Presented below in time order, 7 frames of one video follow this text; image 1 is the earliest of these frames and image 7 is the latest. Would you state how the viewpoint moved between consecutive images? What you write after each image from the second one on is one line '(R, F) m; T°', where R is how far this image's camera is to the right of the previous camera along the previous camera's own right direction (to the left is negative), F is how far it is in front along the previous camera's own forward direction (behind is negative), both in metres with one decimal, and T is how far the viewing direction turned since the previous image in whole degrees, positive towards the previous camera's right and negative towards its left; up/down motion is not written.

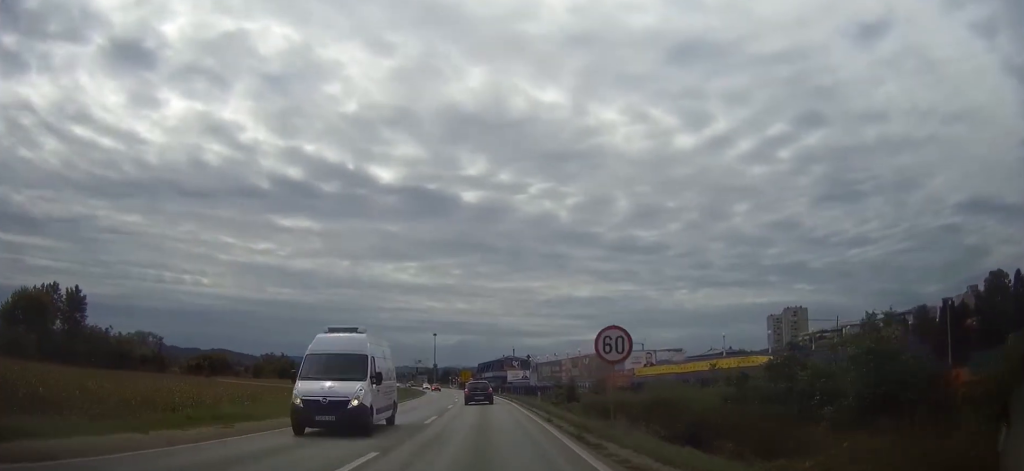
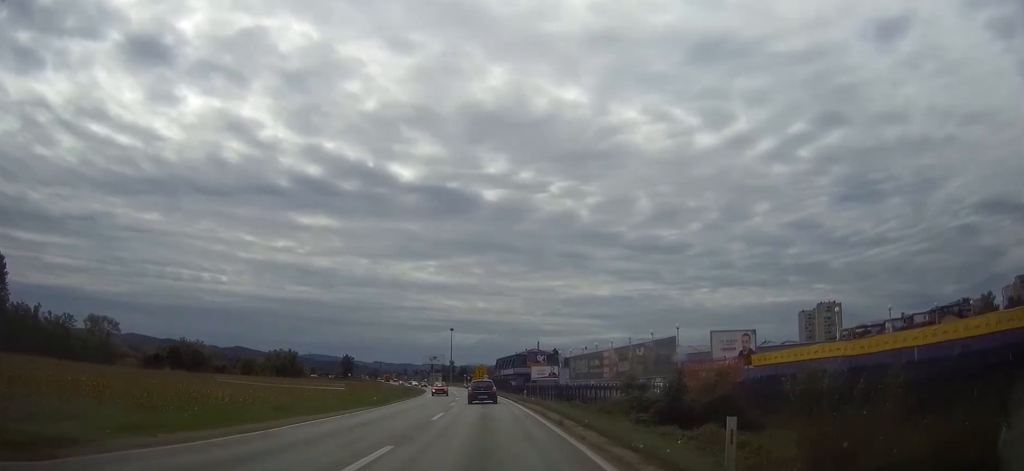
(-0.3, +28.3) m; -2°
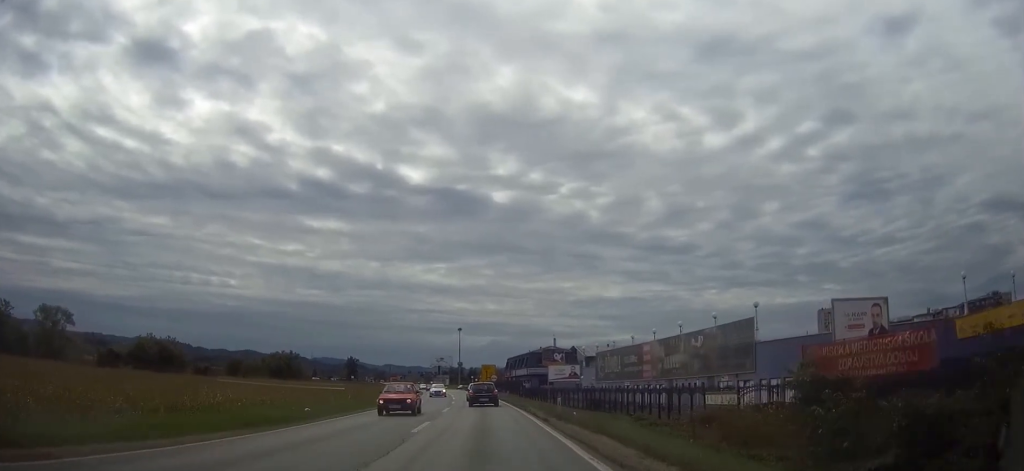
(-0.2, +19.9) m; -1°
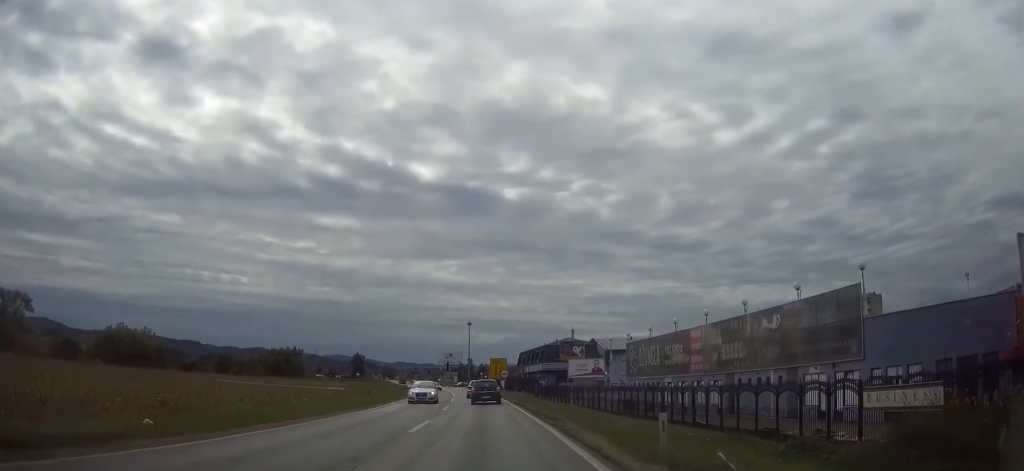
(0.0, +15.7) m; -1°
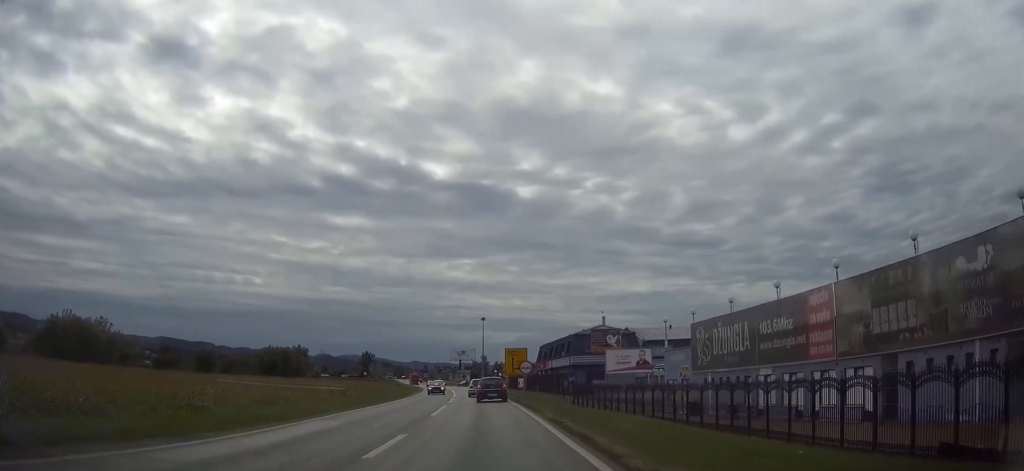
(-0.2, +21.5) m; -2°
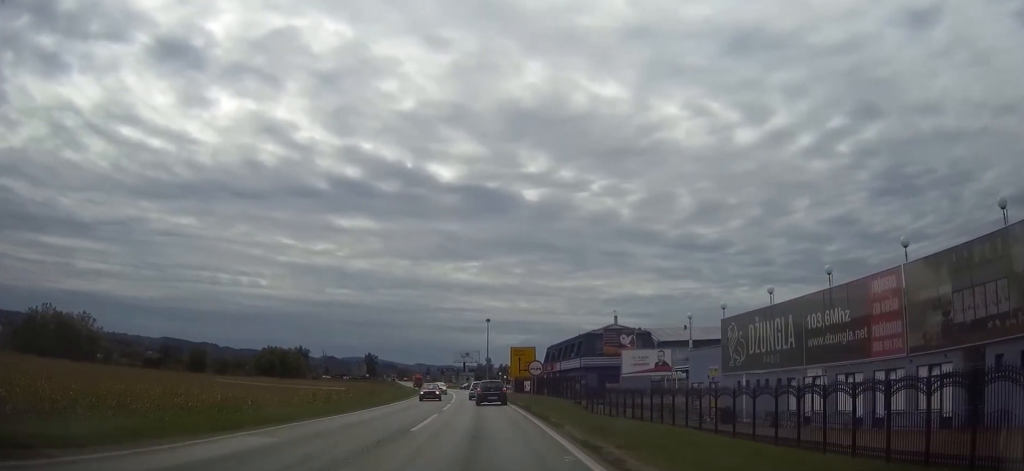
(-0.1, +7.3) m; 0°
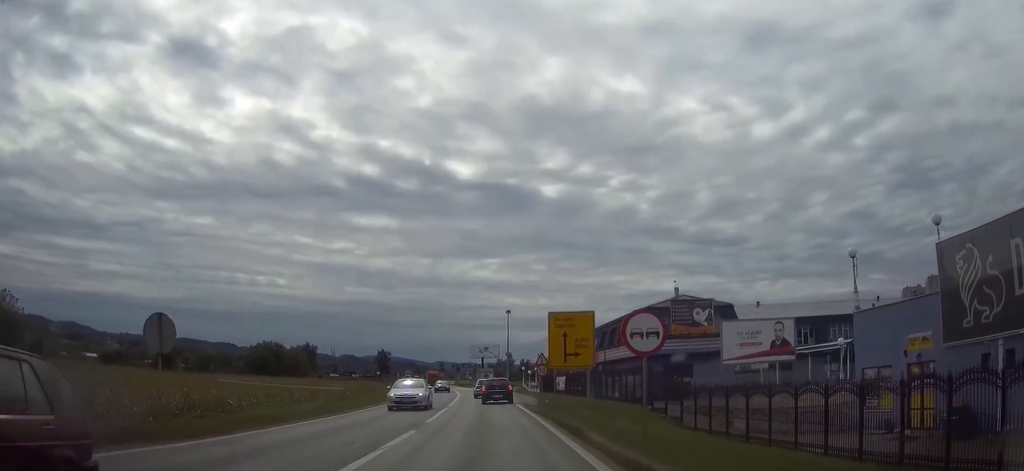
(-0.3, +25.6) m; -1°
